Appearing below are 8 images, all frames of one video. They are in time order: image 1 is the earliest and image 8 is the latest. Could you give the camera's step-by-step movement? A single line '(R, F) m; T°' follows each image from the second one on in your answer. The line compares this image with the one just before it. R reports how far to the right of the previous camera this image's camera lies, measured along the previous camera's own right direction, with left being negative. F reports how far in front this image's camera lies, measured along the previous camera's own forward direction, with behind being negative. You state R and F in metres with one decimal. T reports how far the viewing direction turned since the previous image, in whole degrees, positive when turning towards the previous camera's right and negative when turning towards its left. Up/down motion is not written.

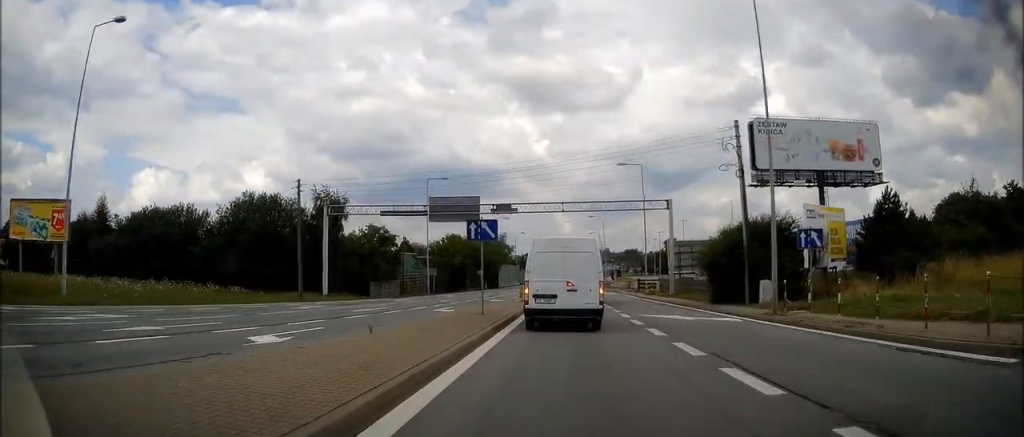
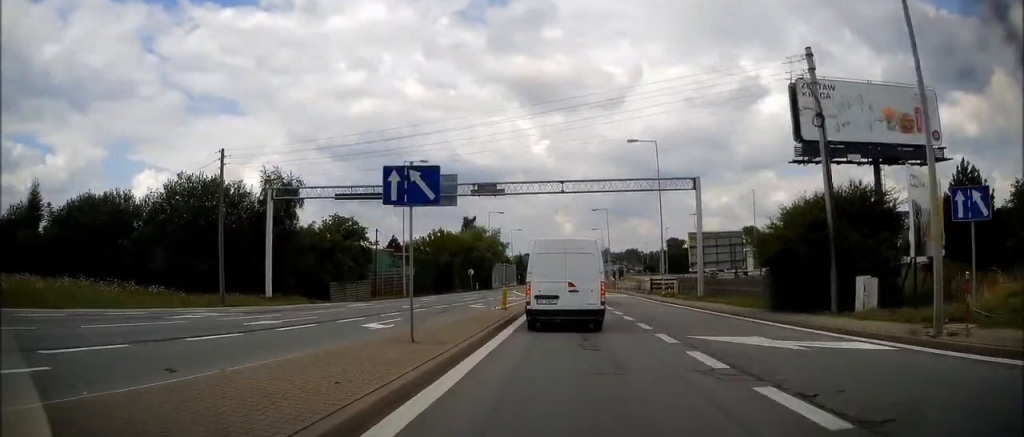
(0.0, +10.0) m; 0°
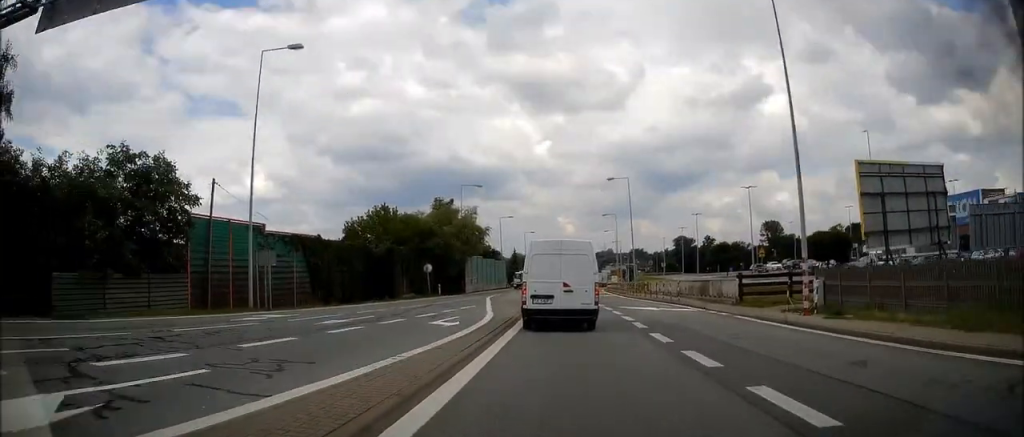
(+0.1, +28.6) m; 0°
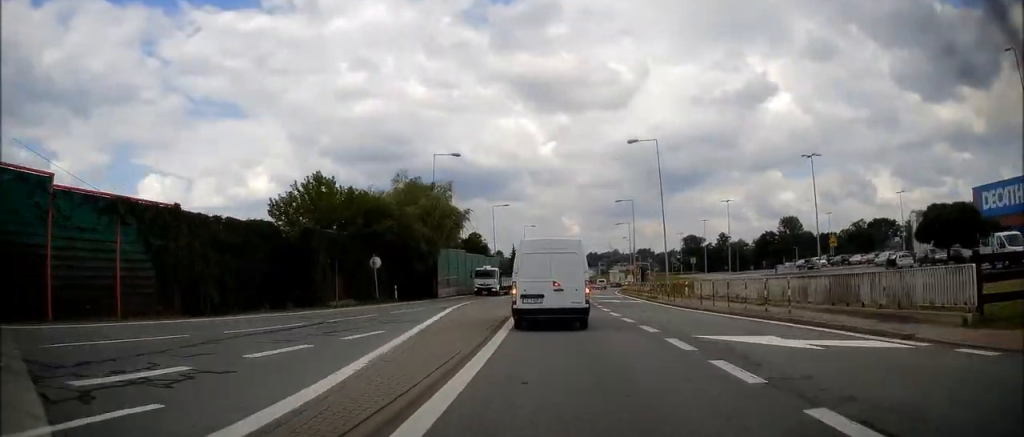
(-0.1, +17.1) m; -1°
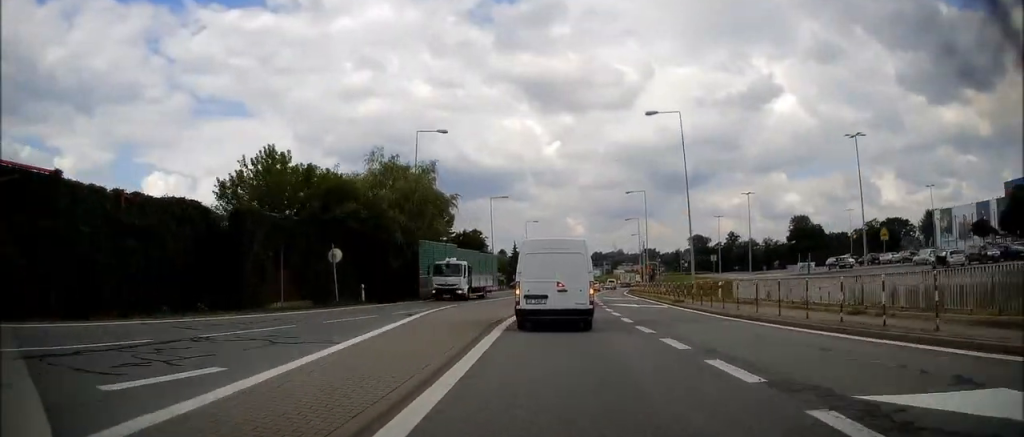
(0.0, +7.7) m; 0°
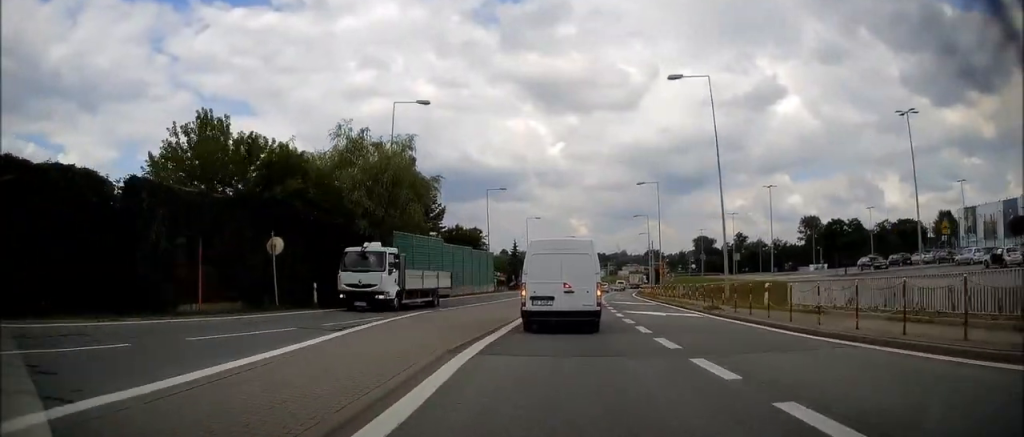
(-0.2, +7.2) m; 0°
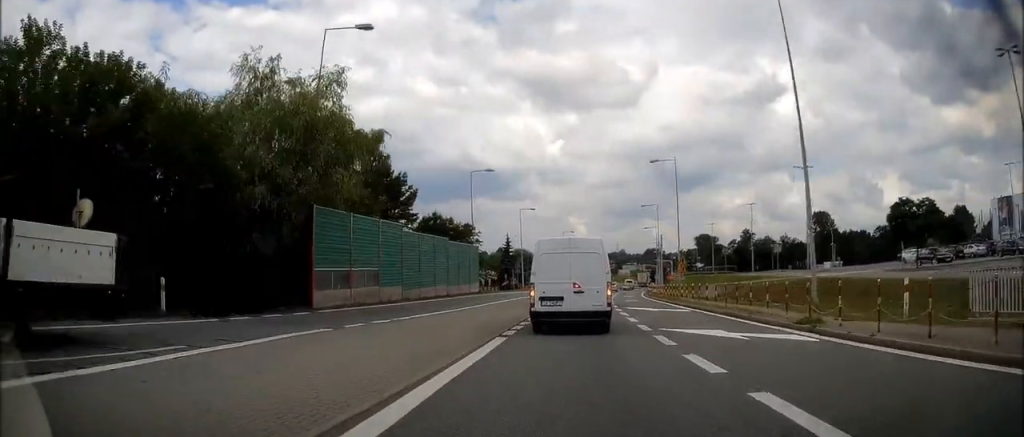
(+0.1, +11.3) m; +1°
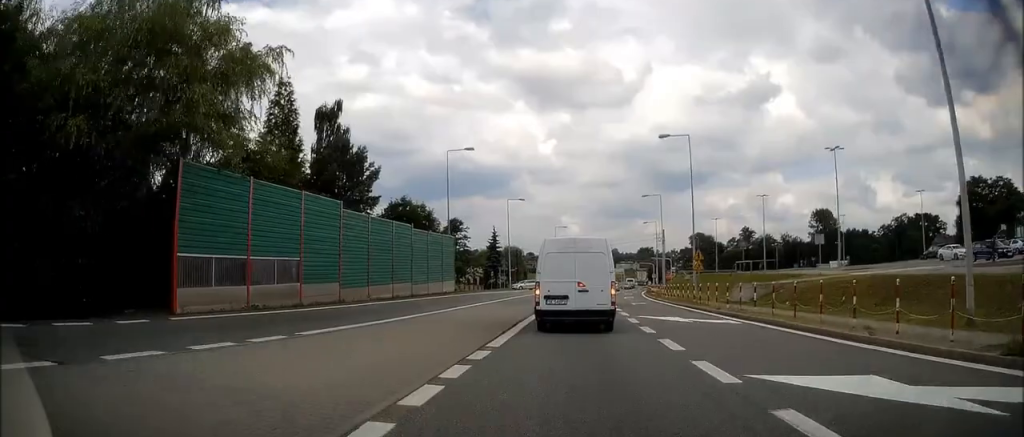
(+0.2, +9.3) m; +1°
